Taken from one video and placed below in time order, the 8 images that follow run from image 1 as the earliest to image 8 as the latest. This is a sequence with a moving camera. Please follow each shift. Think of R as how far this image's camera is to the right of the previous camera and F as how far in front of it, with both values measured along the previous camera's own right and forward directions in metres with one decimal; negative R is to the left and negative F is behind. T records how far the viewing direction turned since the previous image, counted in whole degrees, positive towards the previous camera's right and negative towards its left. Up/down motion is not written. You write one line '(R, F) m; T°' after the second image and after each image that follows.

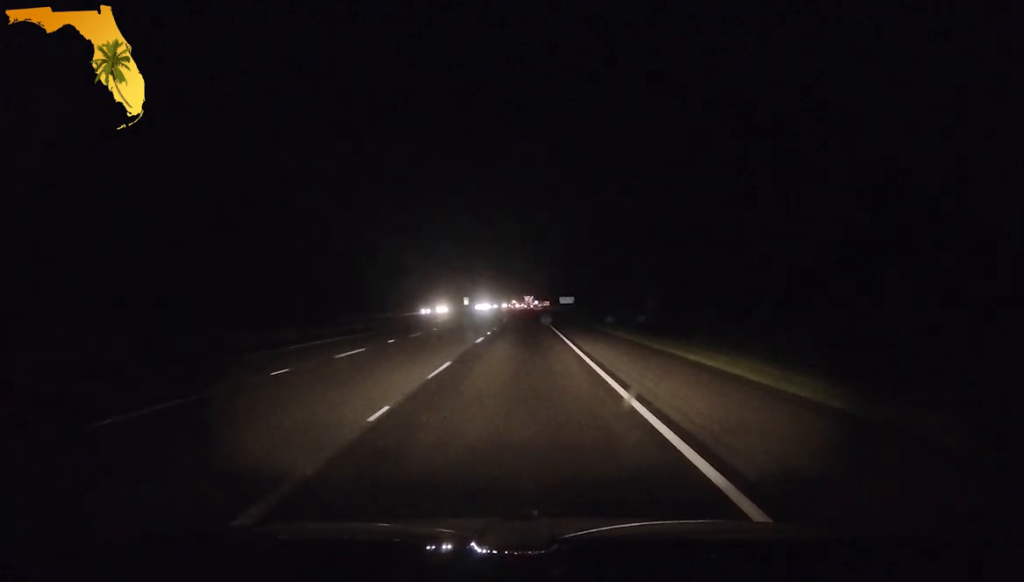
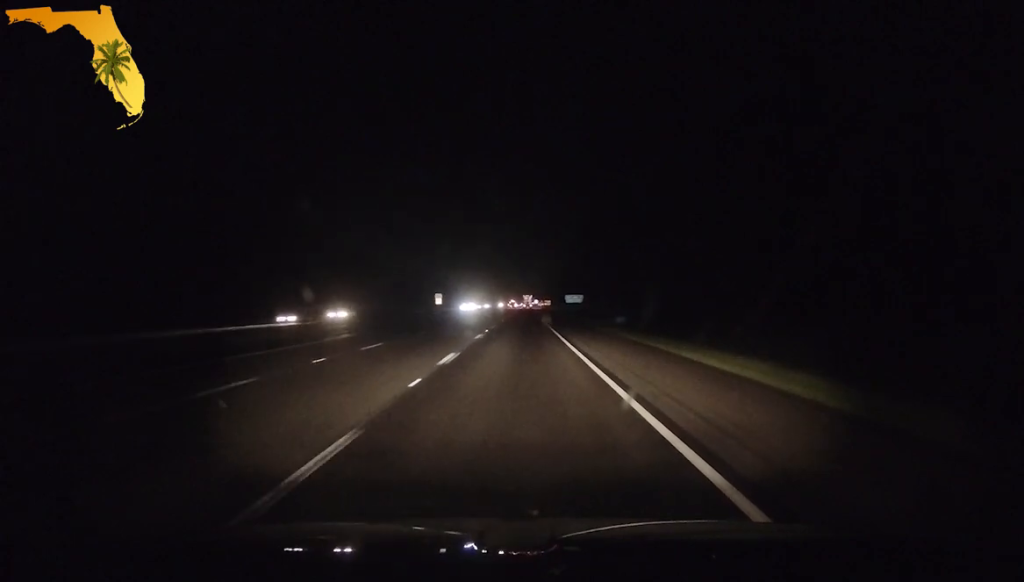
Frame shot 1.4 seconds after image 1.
(+0.2, +45.8) m; 0°
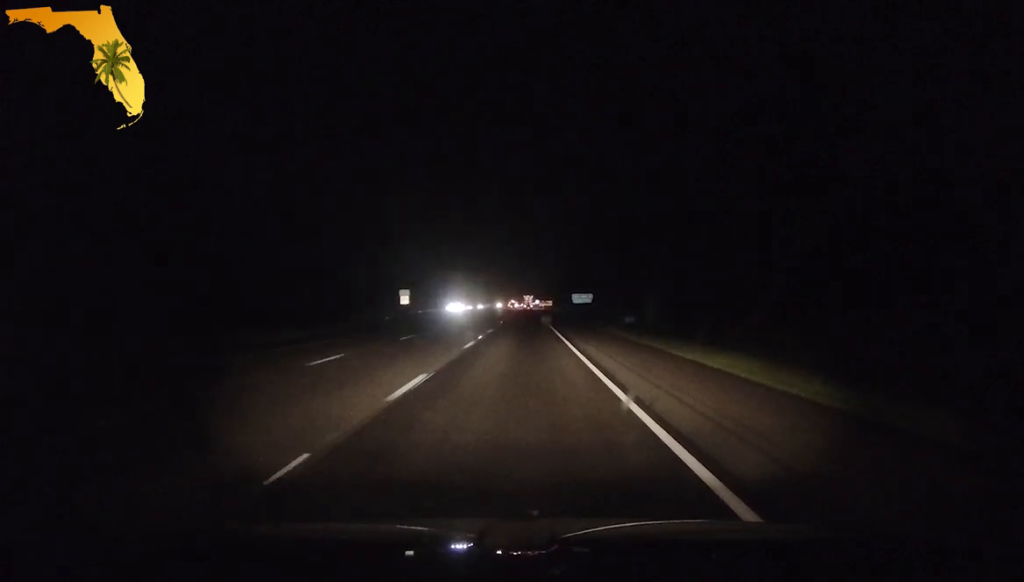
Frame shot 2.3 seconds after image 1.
(-0.1, +30.2) m; 0°
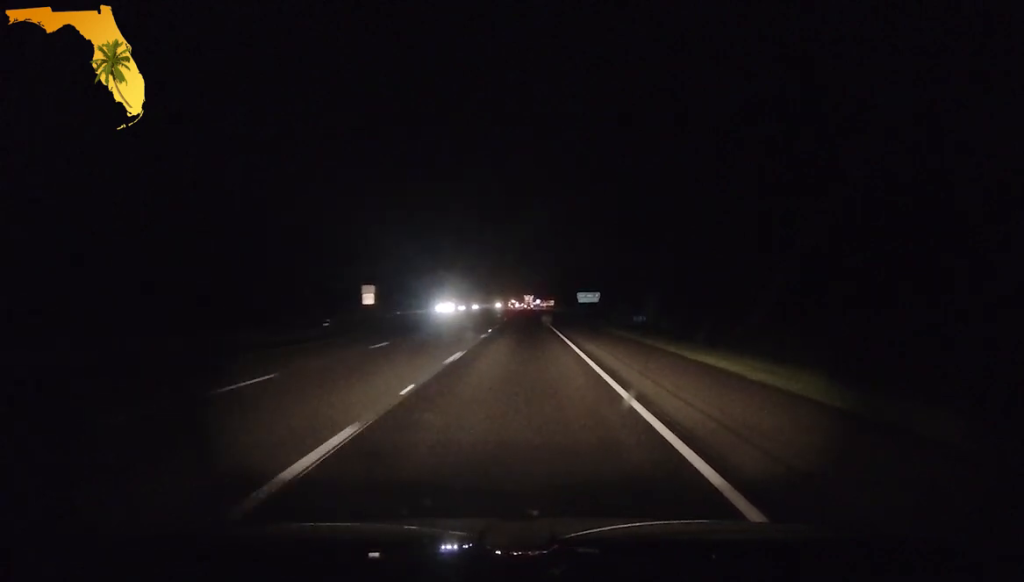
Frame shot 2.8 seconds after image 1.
(-0.1, +17.9) m; 0°
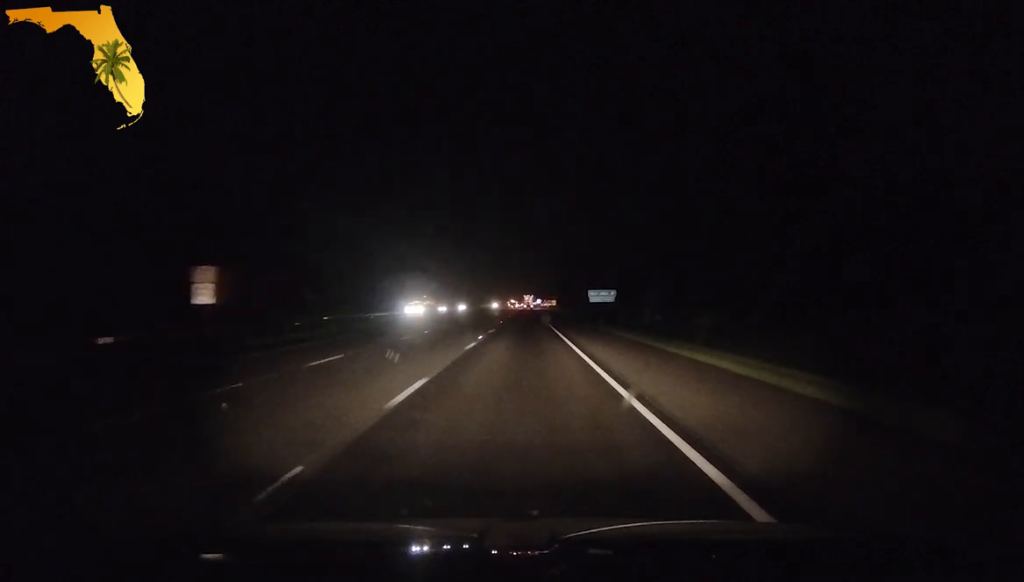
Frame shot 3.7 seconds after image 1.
(+0.2, +31.1) m; 0°
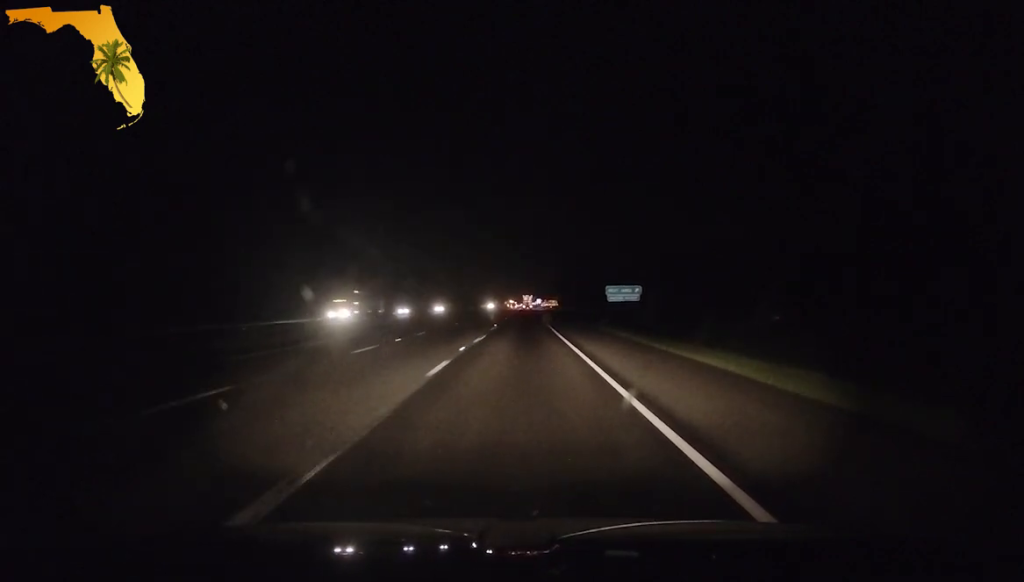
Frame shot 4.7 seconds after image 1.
(-0.1, +31.9) m; 0°
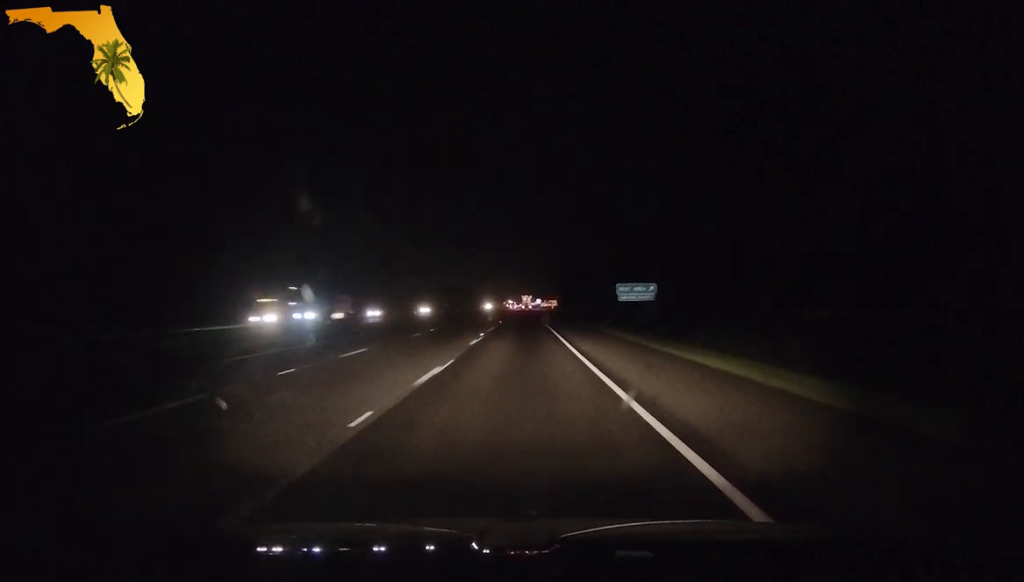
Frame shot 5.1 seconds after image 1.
(0.0, +13.2) m; 0°
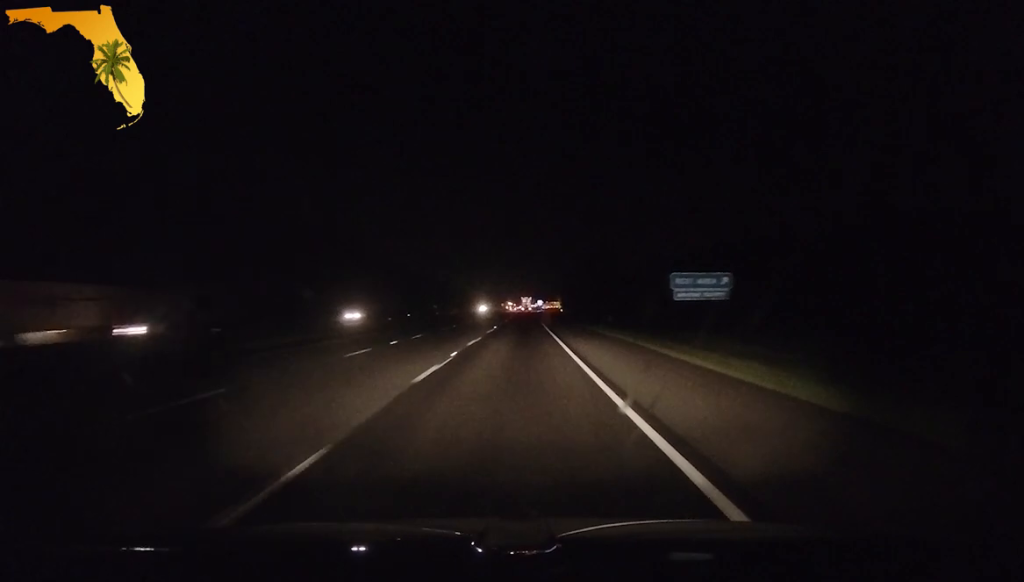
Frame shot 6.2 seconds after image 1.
(+0.4, +35.5) m; +1°
